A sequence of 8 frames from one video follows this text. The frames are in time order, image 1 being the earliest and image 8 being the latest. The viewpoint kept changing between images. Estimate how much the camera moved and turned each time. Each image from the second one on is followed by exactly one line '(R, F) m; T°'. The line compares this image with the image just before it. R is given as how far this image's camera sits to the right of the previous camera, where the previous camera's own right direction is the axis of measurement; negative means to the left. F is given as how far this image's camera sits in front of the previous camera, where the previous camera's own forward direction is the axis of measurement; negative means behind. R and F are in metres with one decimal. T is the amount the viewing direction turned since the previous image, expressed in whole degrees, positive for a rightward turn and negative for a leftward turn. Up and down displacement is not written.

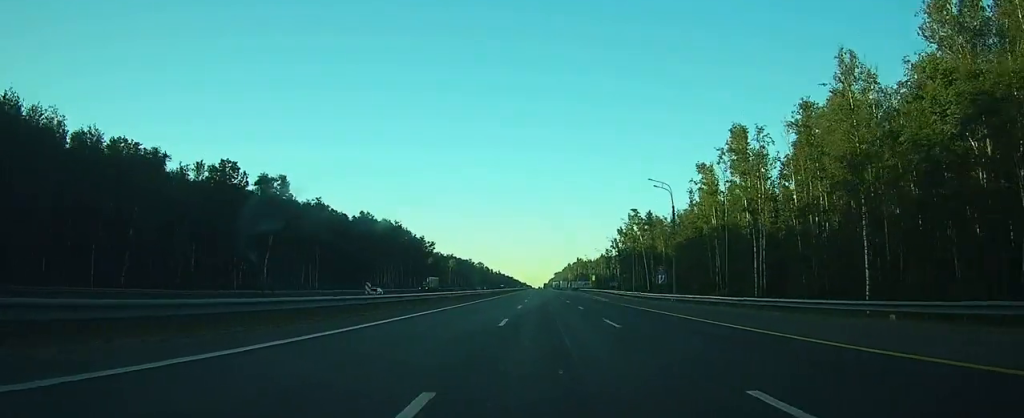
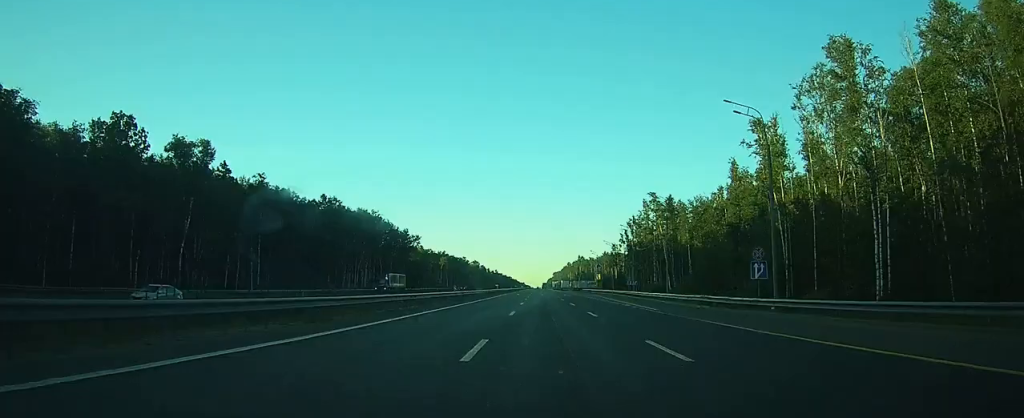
(0.0, +25.0) m; 0°
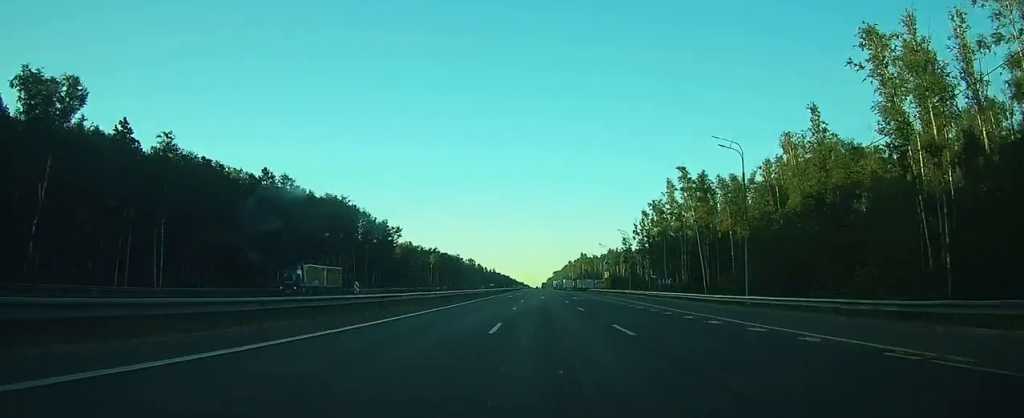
(0.0, +26.1) m; 0°
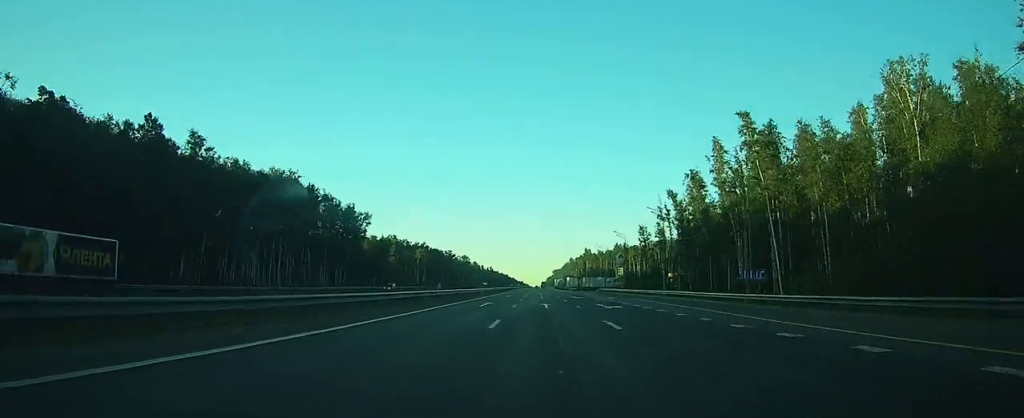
(+0.1, +30.4) m; 0°
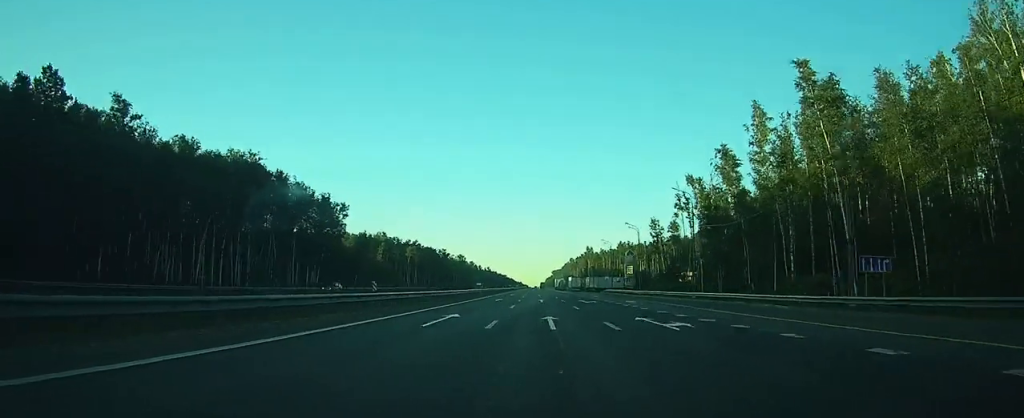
(0.0, +16.3) m; 0°
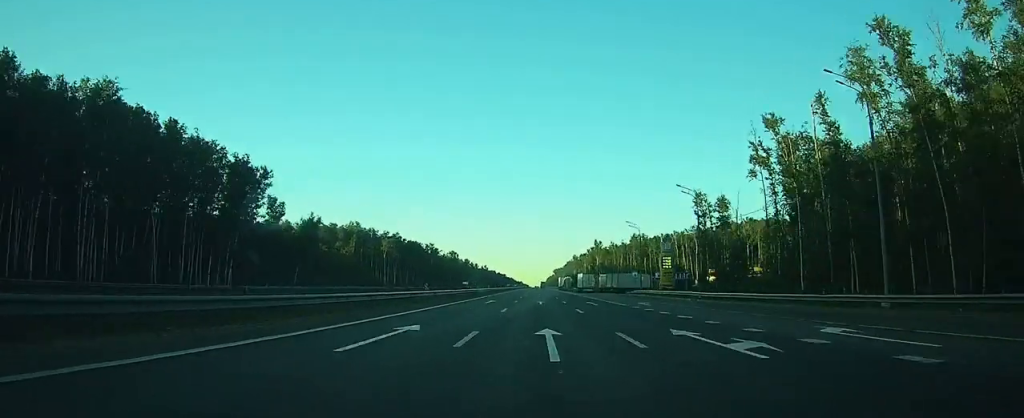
(+0.1, +36.9) m; 0°
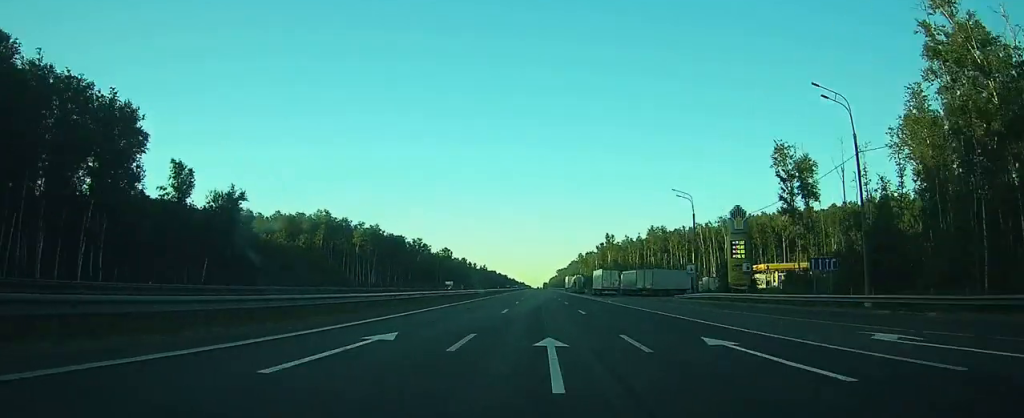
(0.0, +32.7) m; 0°
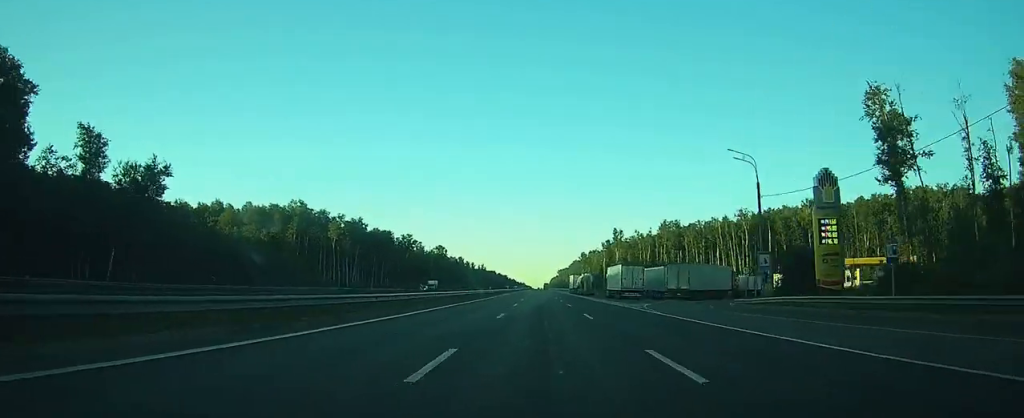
(+0.1, +19.6) m; 0°
